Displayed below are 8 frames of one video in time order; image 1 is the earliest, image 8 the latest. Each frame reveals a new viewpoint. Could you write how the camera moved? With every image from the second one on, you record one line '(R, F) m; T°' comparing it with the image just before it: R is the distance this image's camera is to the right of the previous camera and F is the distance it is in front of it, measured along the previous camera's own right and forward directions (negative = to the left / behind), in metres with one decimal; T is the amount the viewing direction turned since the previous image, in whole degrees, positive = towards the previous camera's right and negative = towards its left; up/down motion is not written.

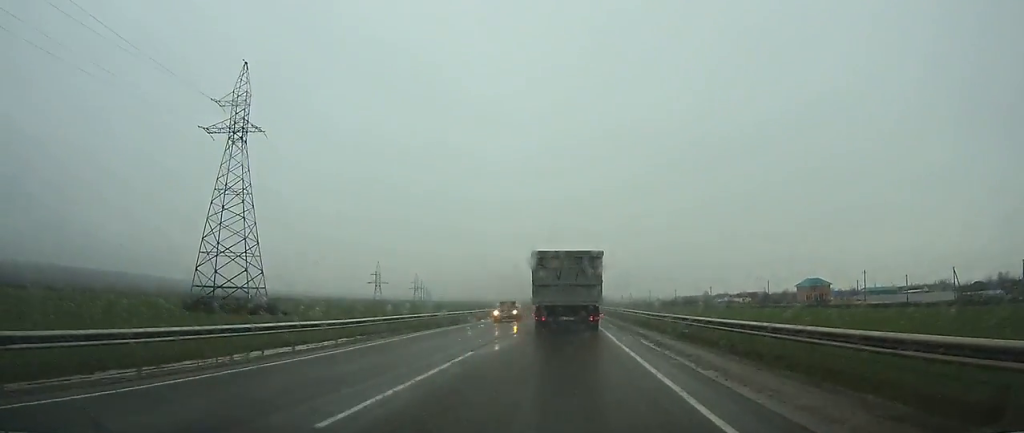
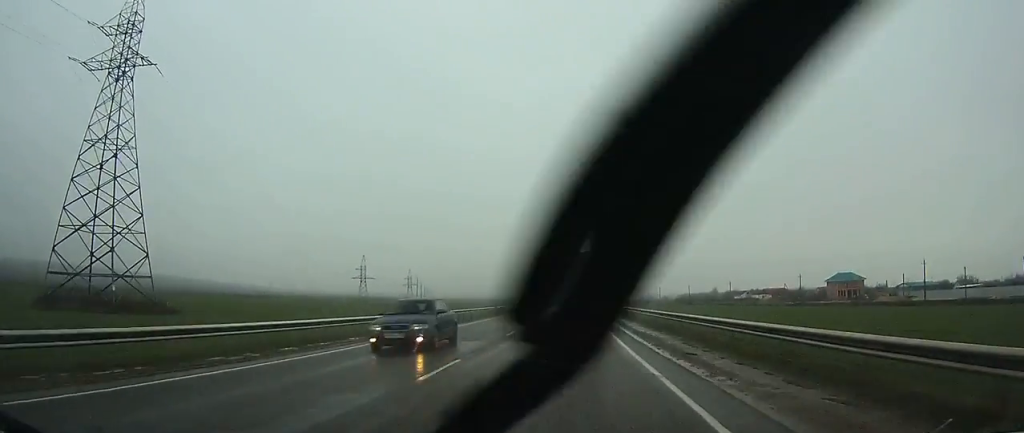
(0.0, +25.8) m; 0°
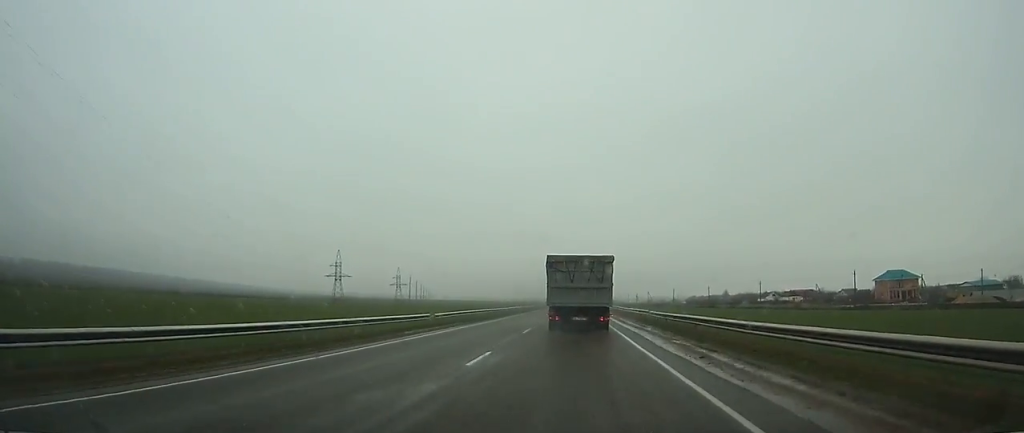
(-0.1, +34.1) m; 0°
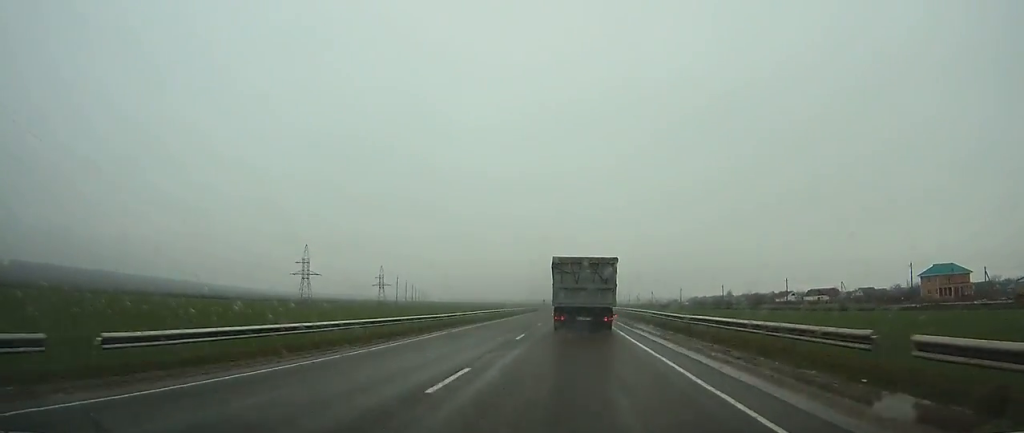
(+0.1, +28.5) m; 0°
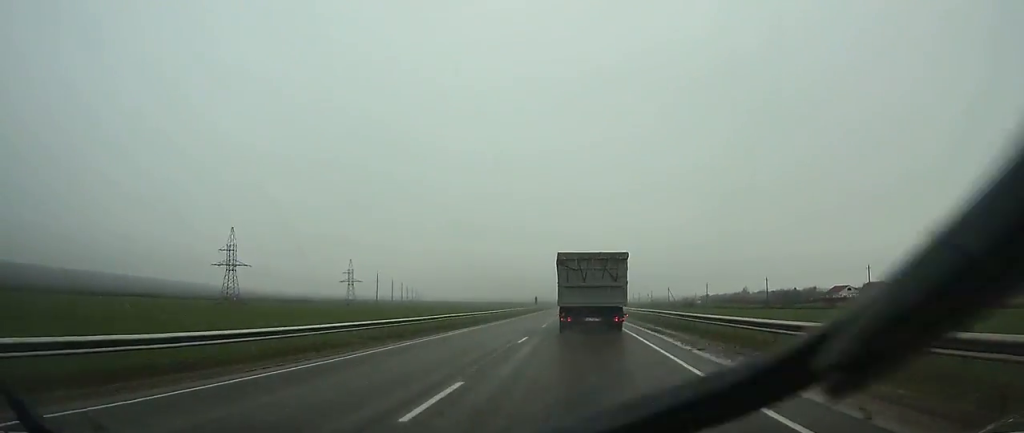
(-0.4, +49.9) m; -1°
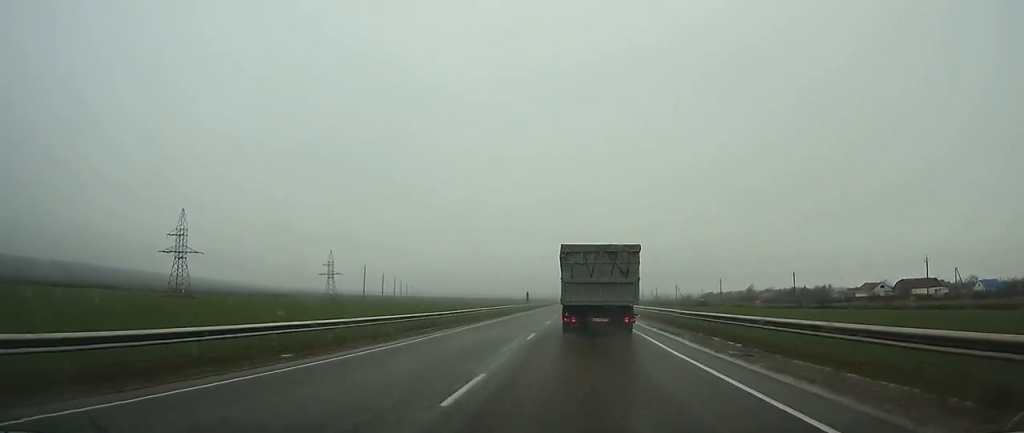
(-0.1, +21.9) m; 0°
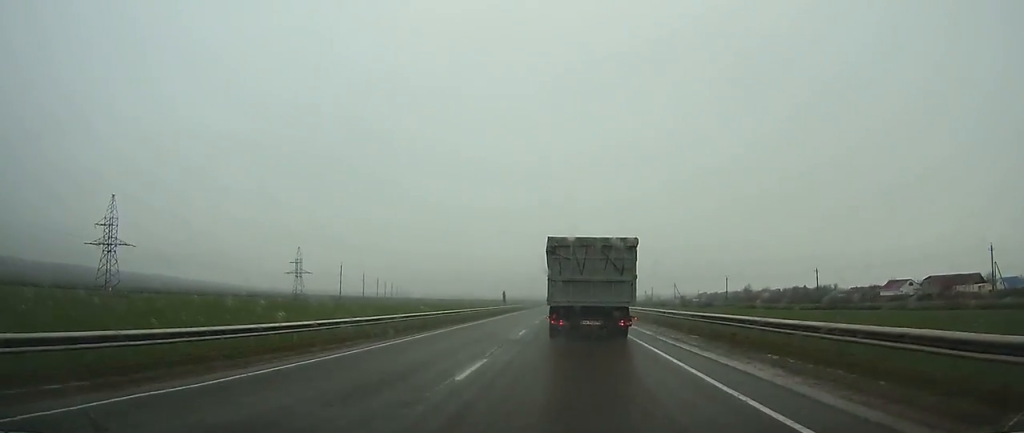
(0.0, +20.8) m; 0°
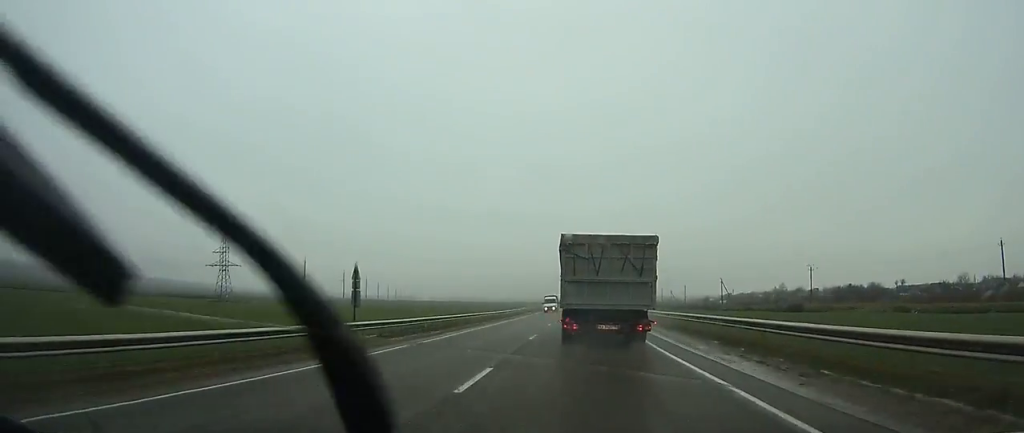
(+0.2, +64.3) m; 0°
